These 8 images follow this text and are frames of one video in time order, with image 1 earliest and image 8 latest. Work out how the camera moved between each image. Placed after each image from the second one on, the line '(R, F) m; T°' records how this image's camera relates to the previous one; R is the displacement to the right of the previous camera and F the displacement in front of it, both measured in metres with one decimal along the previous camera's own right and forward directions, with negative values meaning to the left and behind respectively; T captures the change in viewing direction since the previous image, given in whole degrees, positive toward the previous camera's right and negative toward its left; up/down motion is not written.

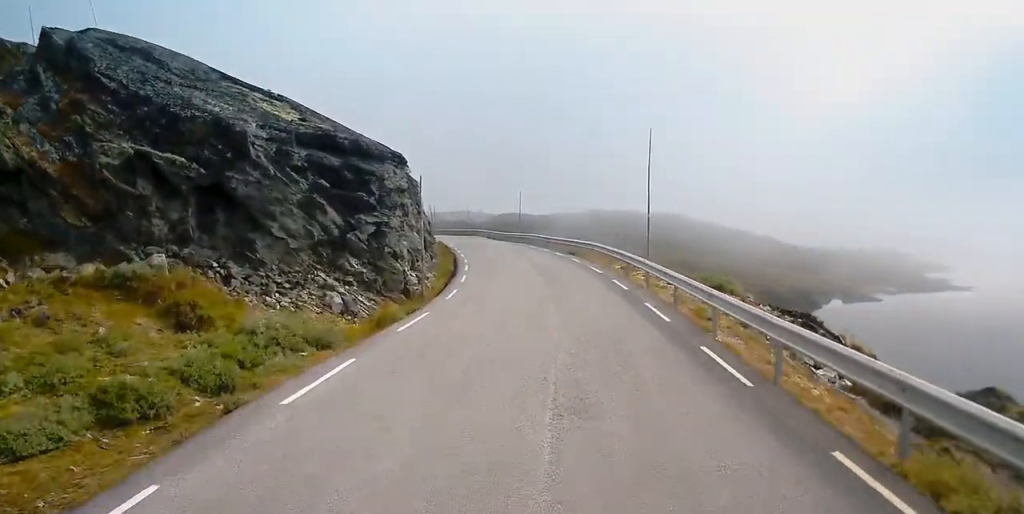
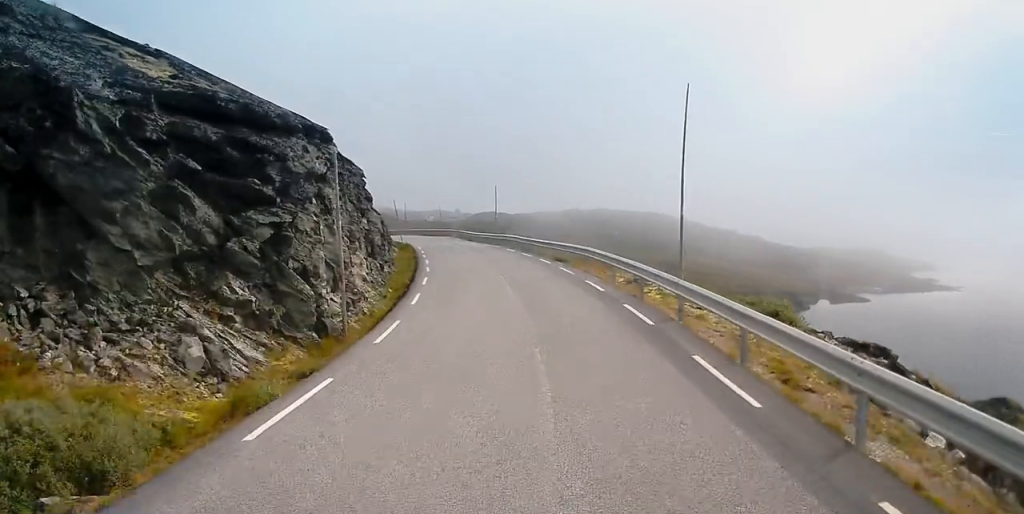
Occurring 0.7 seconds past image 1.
(+0.2, +7.5) m; +2°
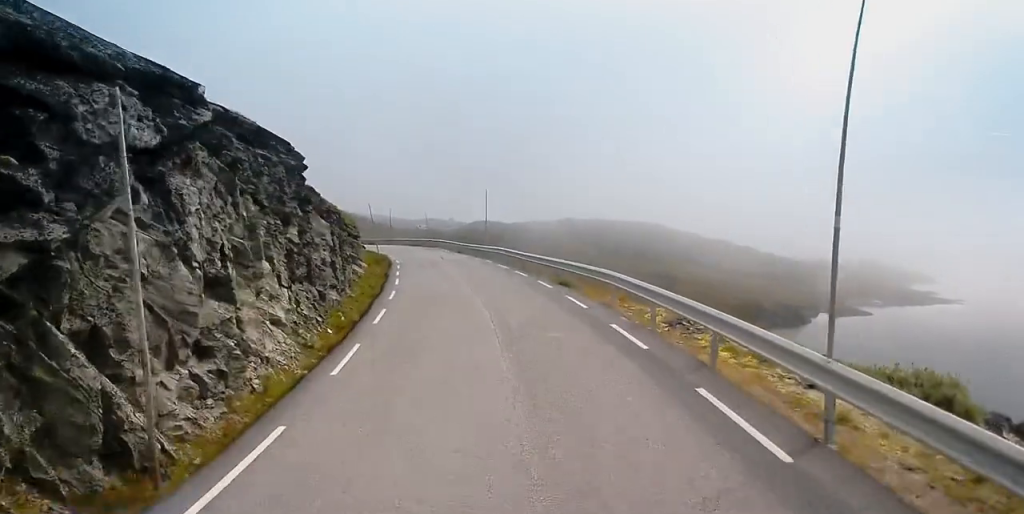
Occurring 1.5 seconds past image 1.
(0.0, +7.8) m; -1°
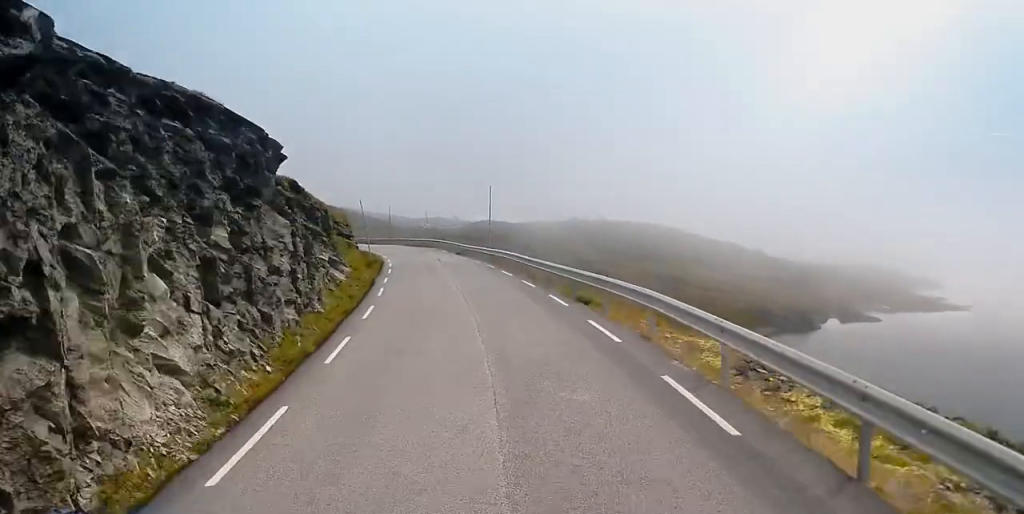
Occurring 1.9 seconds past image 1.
(+0.1, +5.0) m; -1°
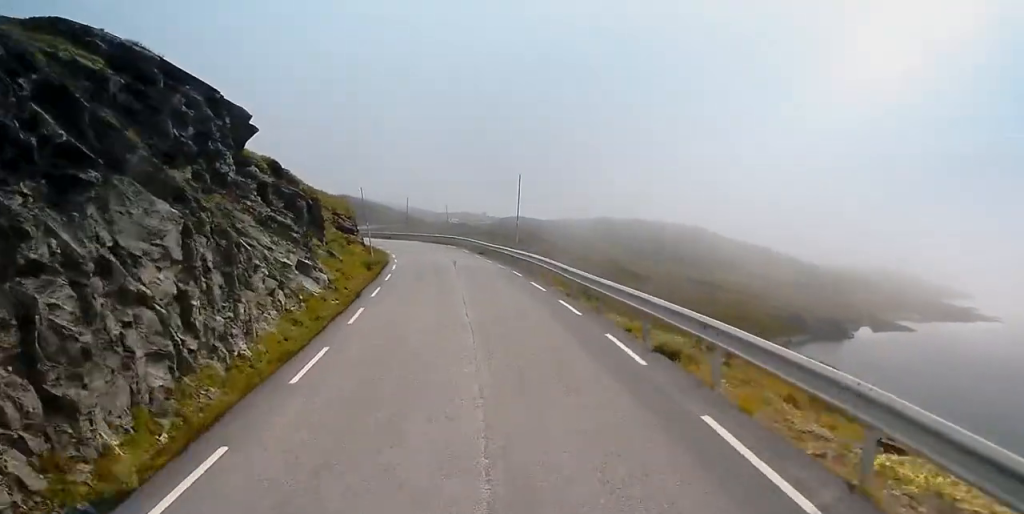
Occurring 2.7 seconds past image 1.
(-0.2, +8.1) m; -4°
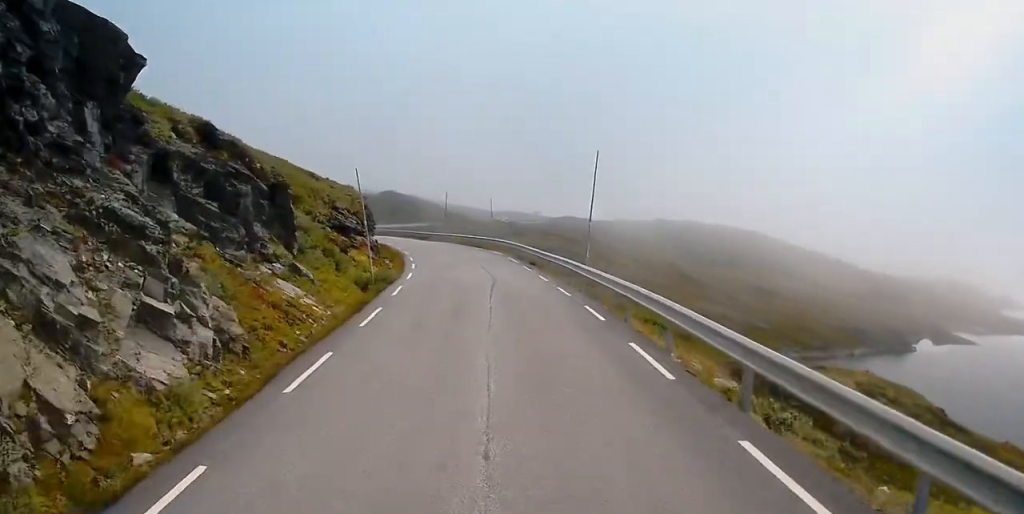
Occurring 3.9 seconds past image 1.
(-0.7, +12.8) m; -3°
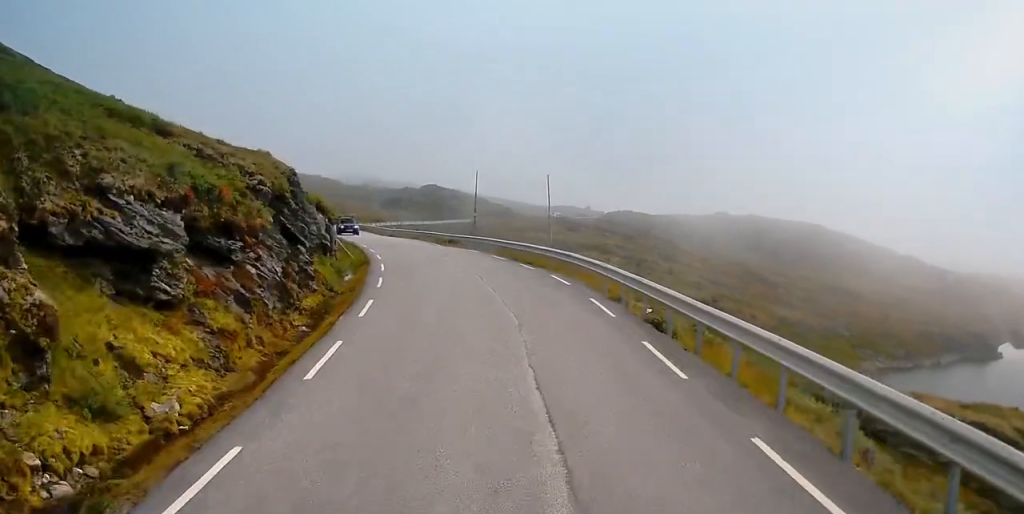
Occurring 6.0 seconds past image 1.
(0.0, +22.5) m; -2°
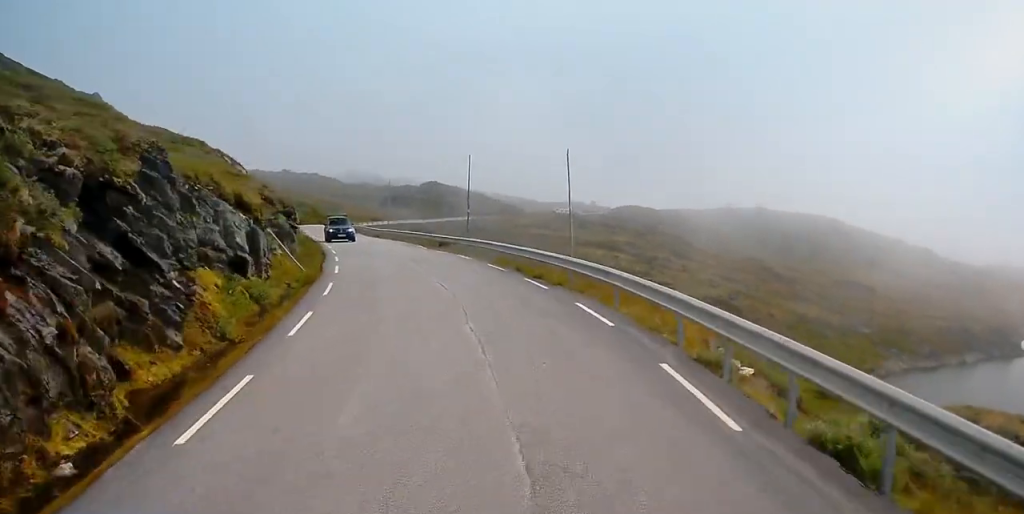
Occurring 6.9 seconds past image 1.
(0.0, +8.6) m; 0°
